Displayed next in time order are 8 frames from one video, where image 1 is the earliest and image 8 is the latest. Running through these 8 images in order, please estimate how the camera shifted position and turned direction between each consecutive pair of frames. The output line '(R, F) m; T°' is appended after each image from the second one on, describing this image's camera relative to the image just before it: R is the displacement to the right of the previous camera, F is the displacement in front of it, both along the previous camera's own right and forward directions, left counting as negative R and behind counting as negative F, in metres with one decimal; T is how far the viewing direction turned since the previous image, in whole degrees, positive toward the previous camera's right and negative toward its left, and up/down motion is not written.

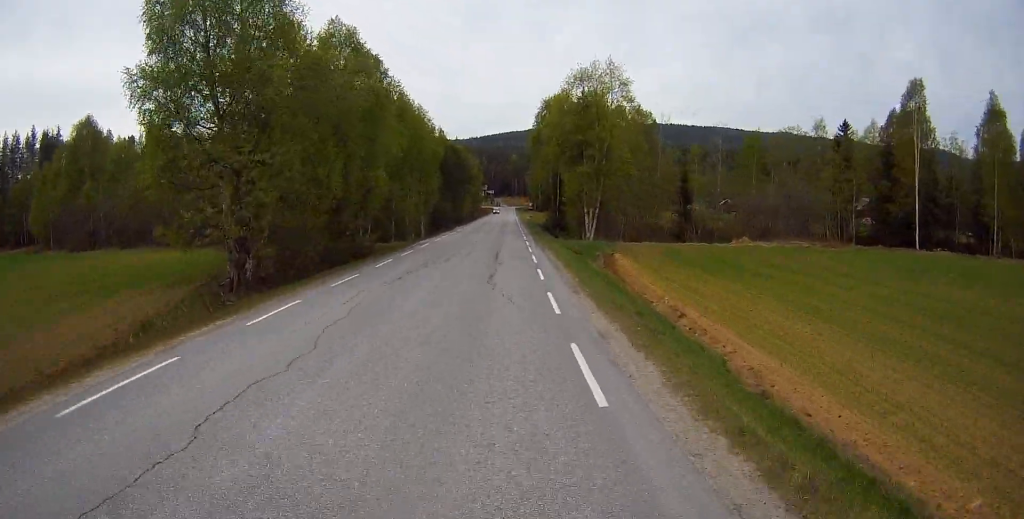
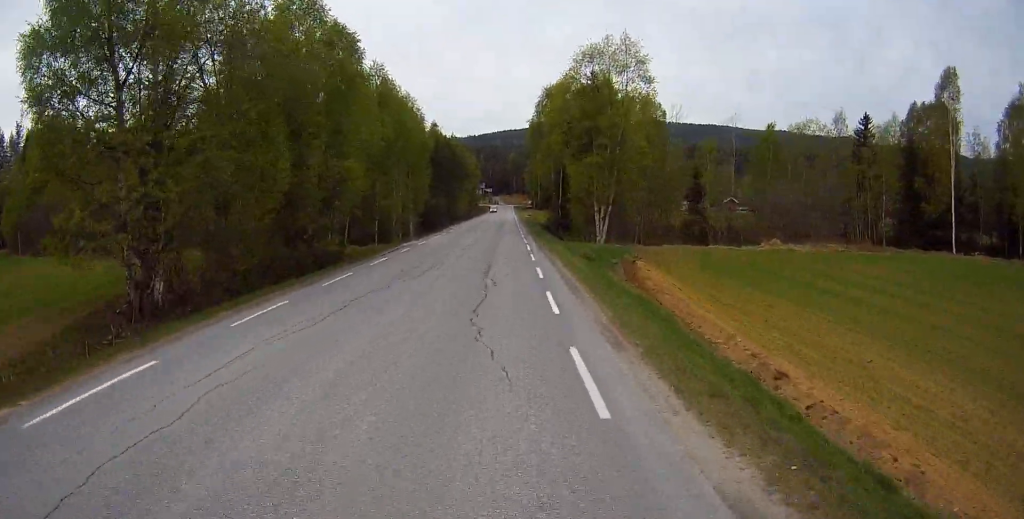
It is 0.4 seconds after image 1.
(+0.1, +6.9) m; 0°
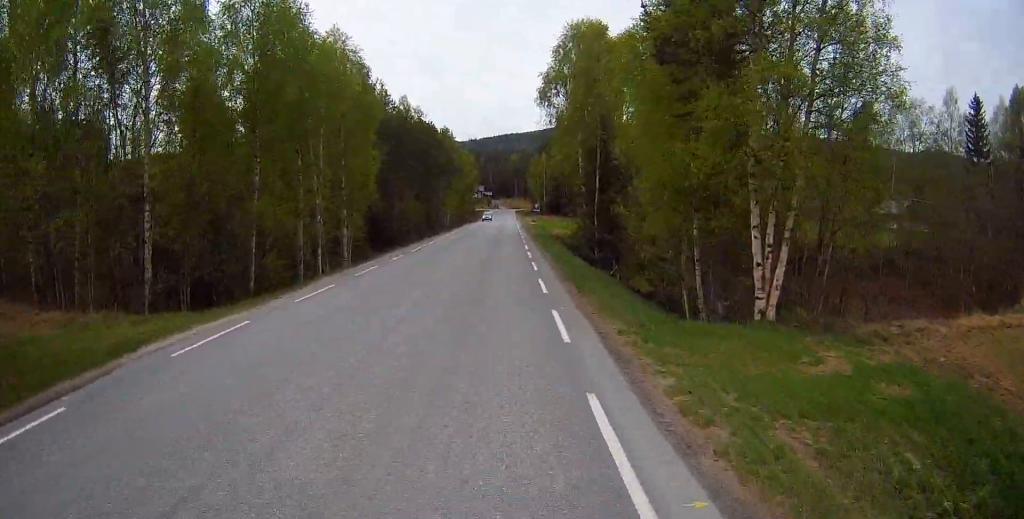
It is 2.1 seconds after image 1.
(-0.4, +26.1) m; 0°
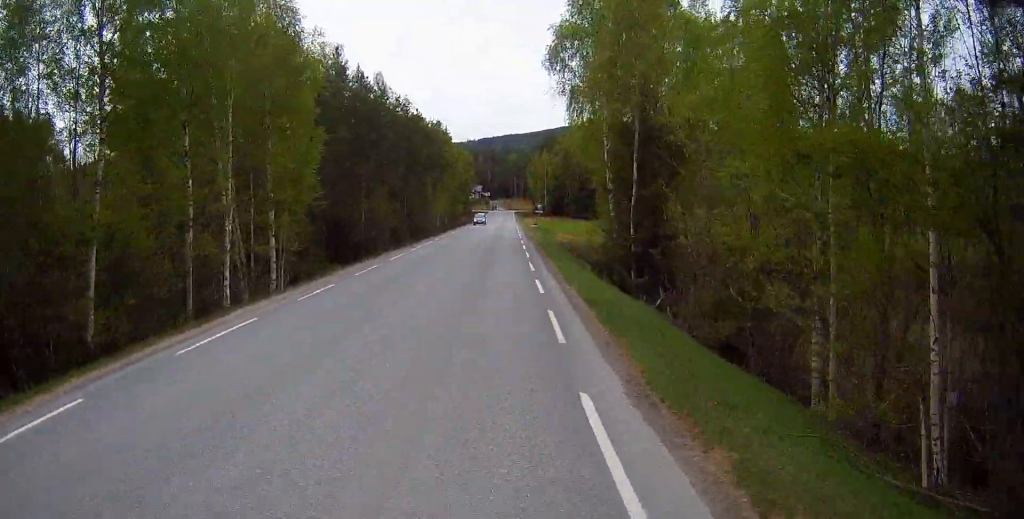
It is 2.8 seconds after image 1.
(+0.4, +11.7) m; +1°
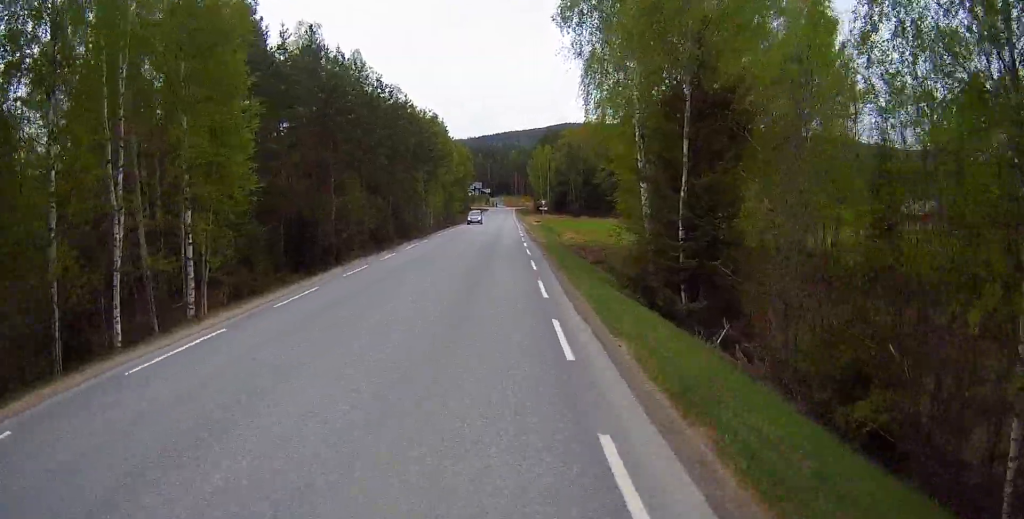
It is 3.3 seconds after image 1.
(+0.1, +7.5) m; 0°
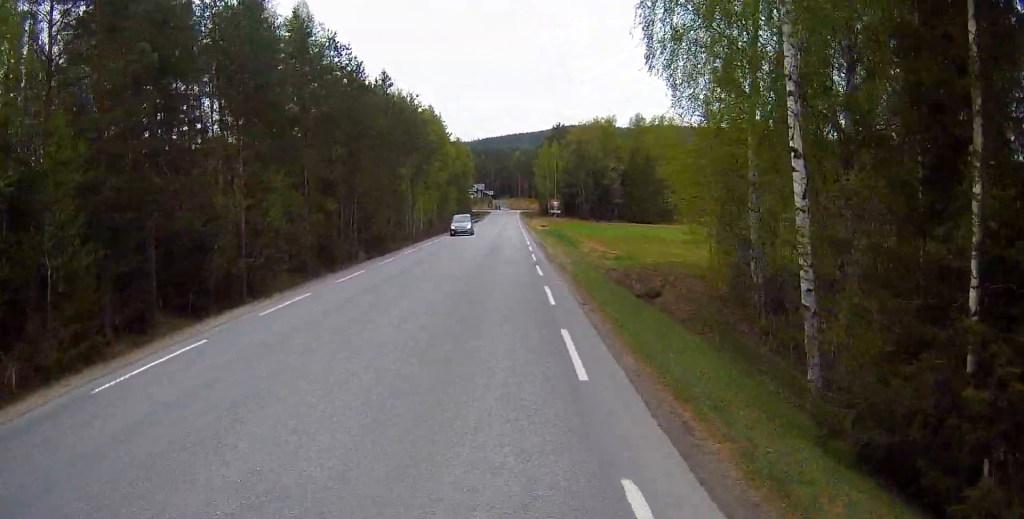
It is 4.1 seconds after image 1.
(0.0, +12.8) m; -2°
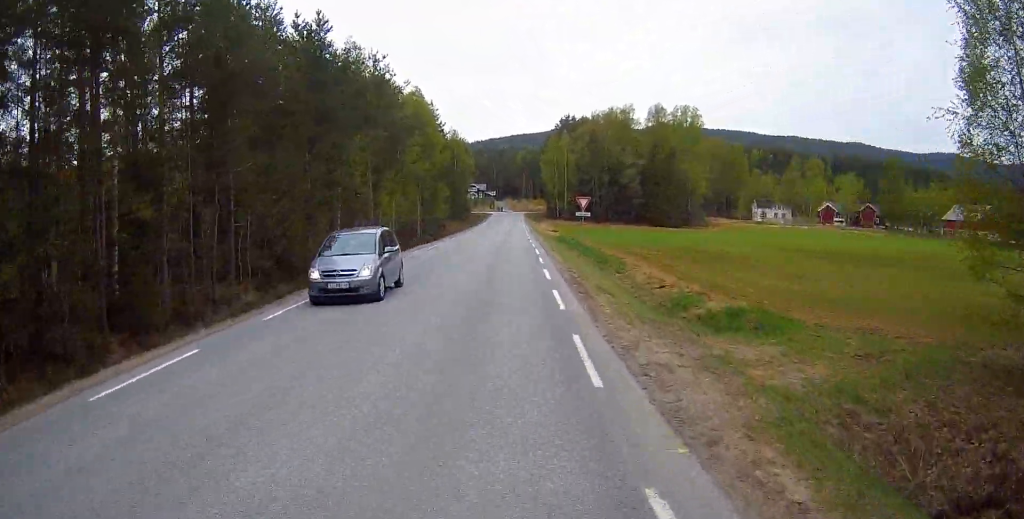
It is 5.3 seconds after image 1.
(-0.3, +18.0) m; 0°
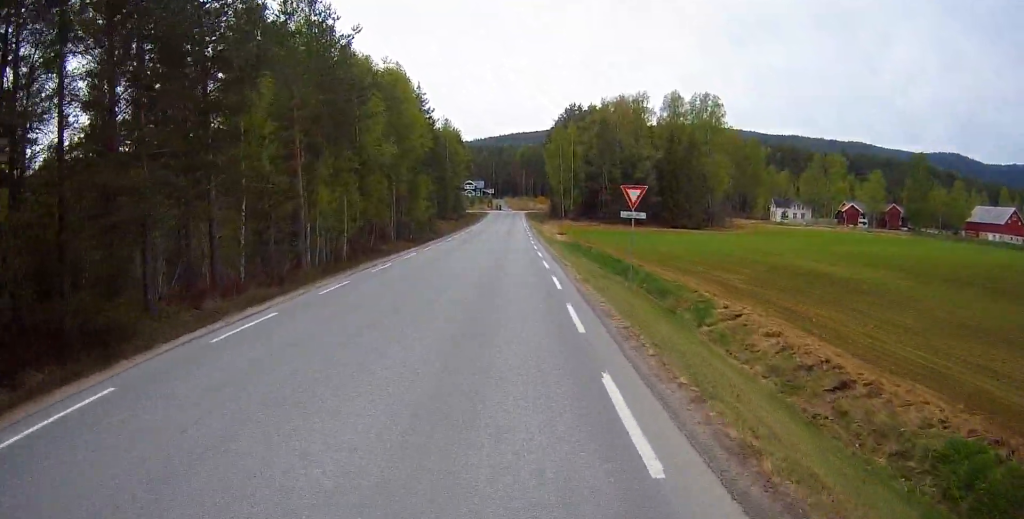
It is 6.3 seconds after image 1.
(+0.3, +14.5) m; 0°
